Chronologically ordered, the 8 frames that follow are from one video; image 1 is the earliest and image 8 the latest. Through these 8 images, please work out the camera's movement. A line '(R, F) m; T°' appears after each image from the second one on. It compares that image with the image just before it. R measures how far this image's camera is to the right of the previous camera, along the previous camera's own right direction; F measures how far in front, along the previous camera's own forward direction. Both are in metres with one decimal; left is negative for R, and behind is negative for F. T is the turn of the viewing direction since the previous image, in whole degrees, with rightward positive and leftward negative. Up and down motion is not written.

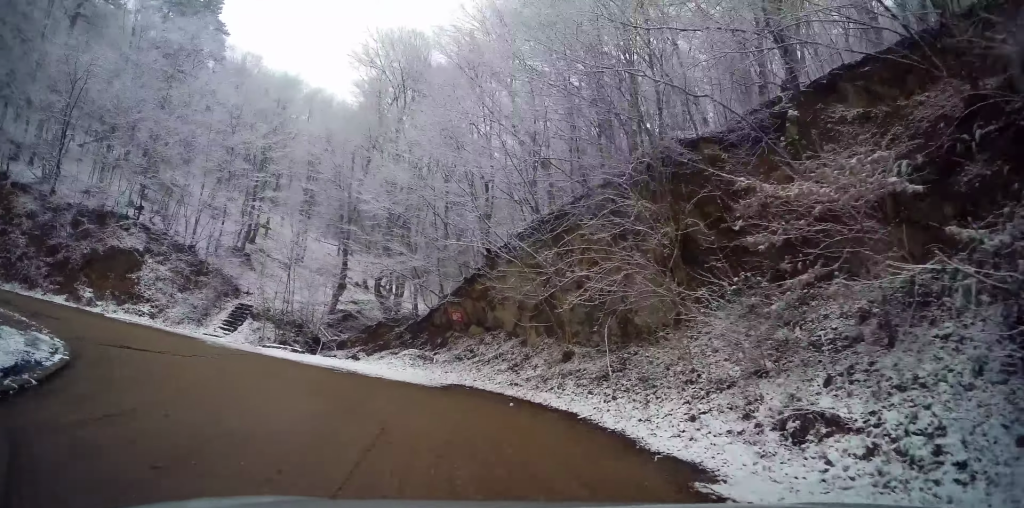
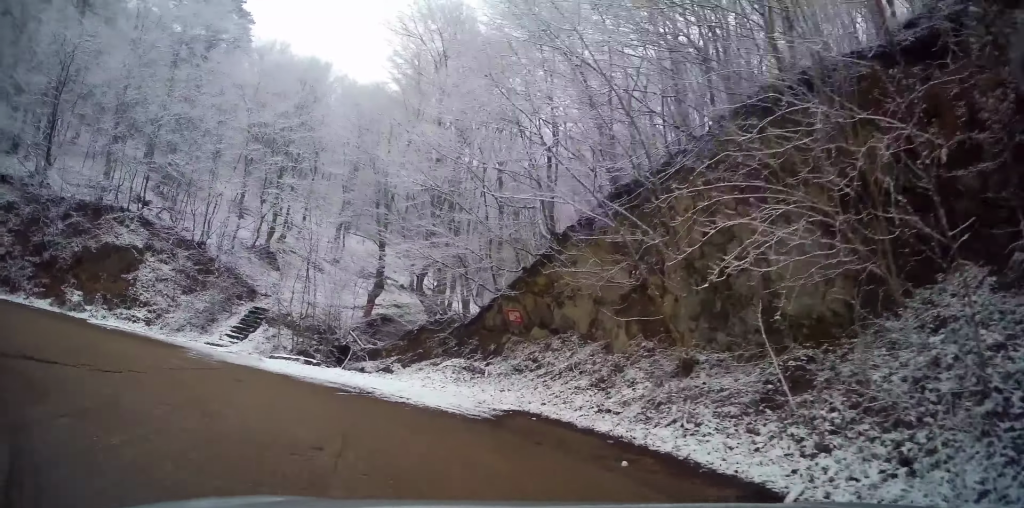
(0.0, +5.3) m; -7°
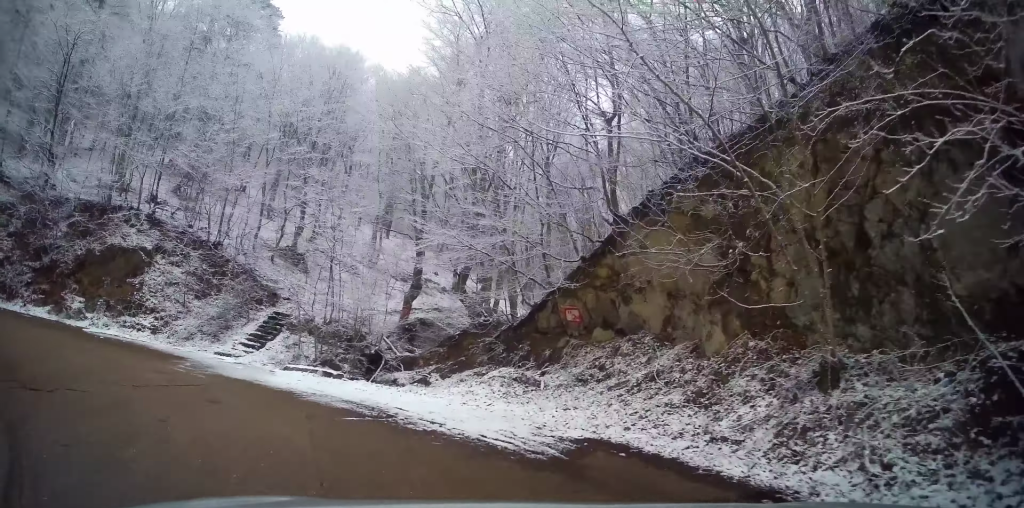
(-0.3, +3.0) m; -8°
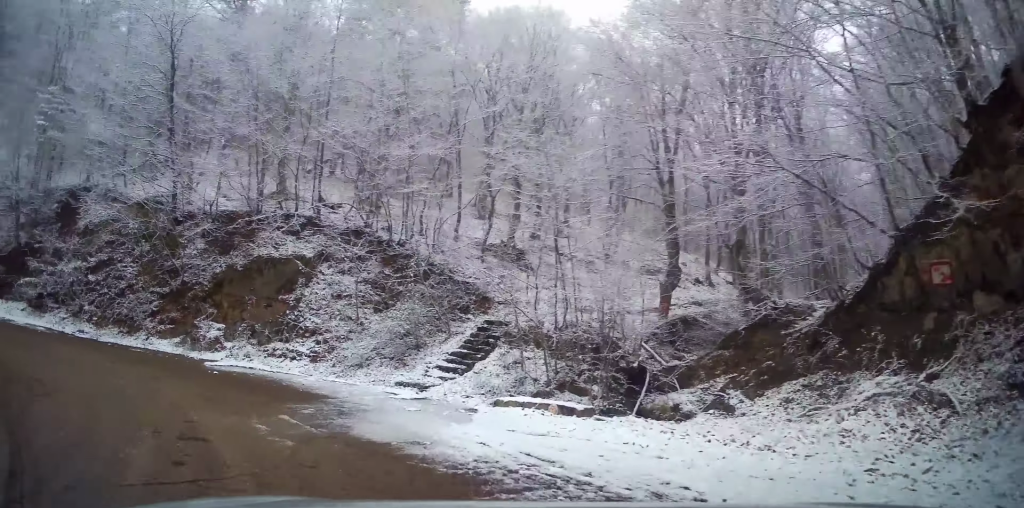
(-1.3, +6.9) m; -22°
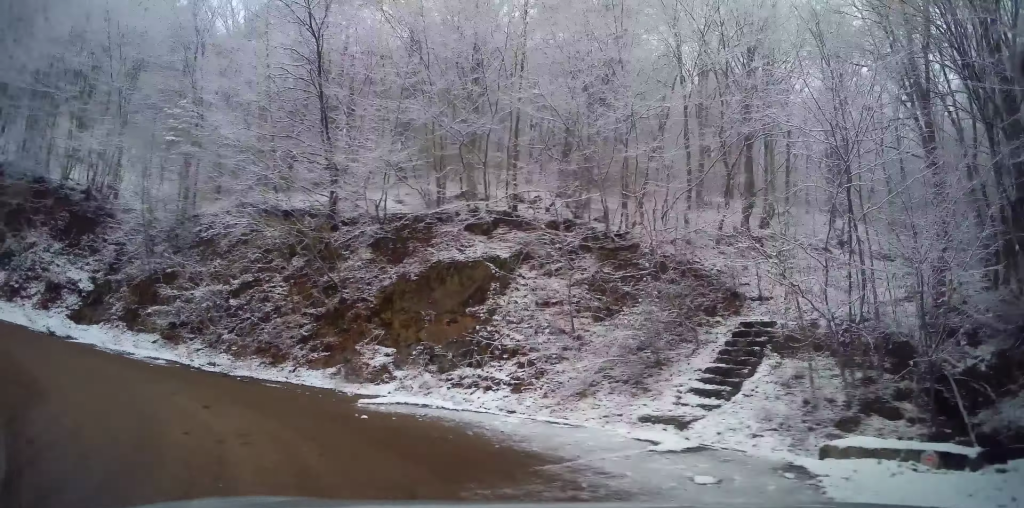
(-0.5, +4.5) m; -17°
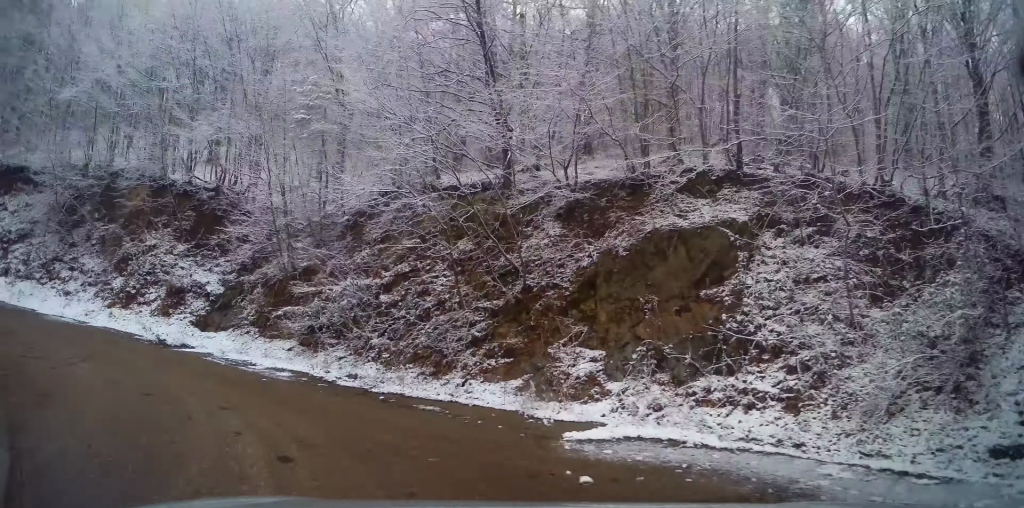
(-0.4, +4.0) m; -20°
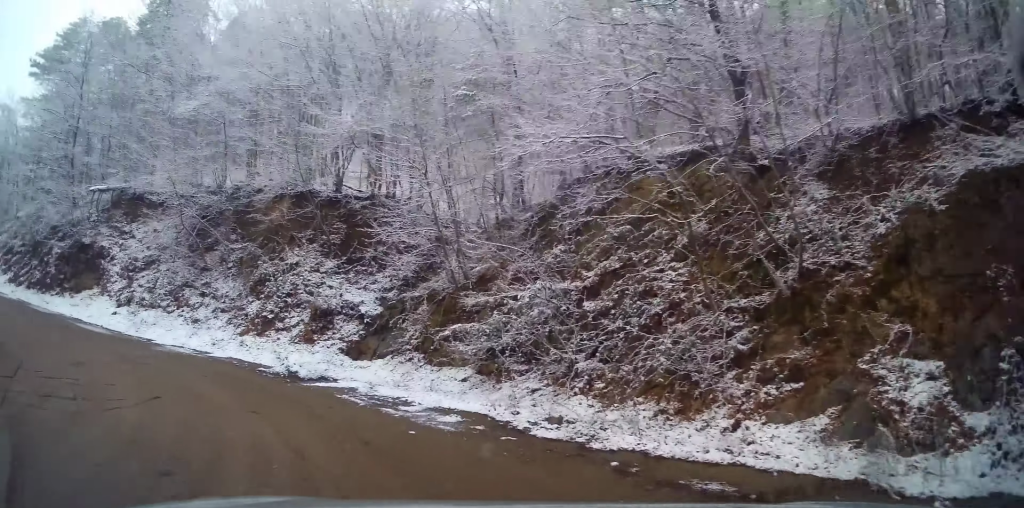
(-0.9, +3.7) m; -22°
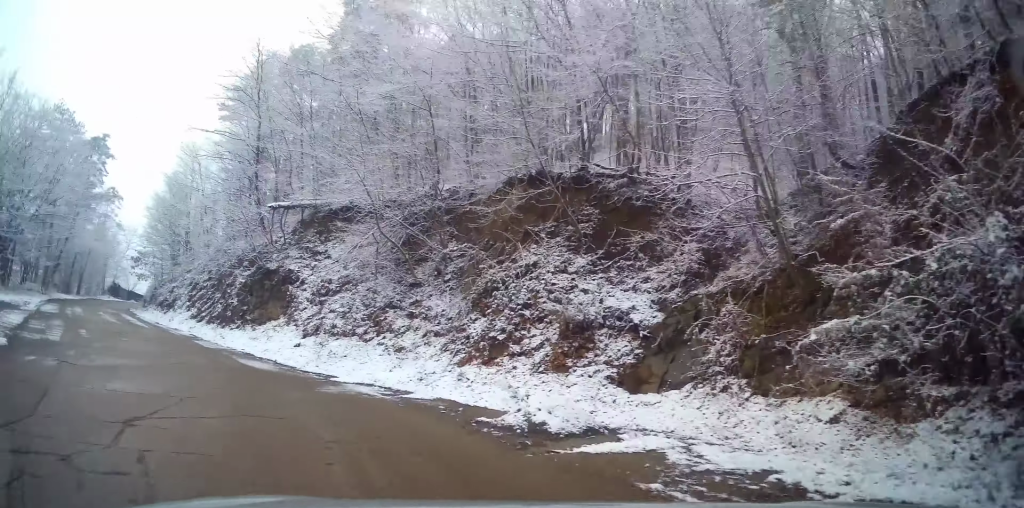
(-1.5, +5.4) m; -27°
